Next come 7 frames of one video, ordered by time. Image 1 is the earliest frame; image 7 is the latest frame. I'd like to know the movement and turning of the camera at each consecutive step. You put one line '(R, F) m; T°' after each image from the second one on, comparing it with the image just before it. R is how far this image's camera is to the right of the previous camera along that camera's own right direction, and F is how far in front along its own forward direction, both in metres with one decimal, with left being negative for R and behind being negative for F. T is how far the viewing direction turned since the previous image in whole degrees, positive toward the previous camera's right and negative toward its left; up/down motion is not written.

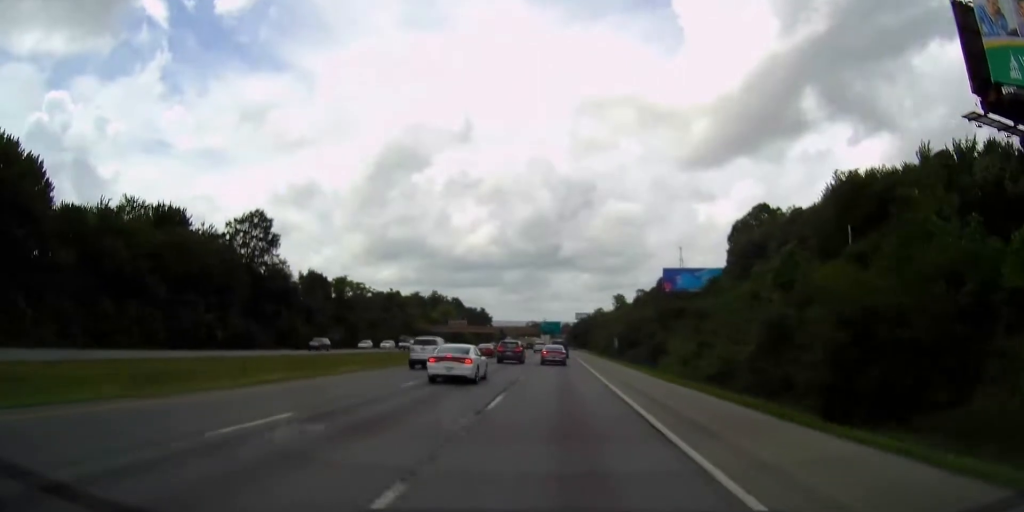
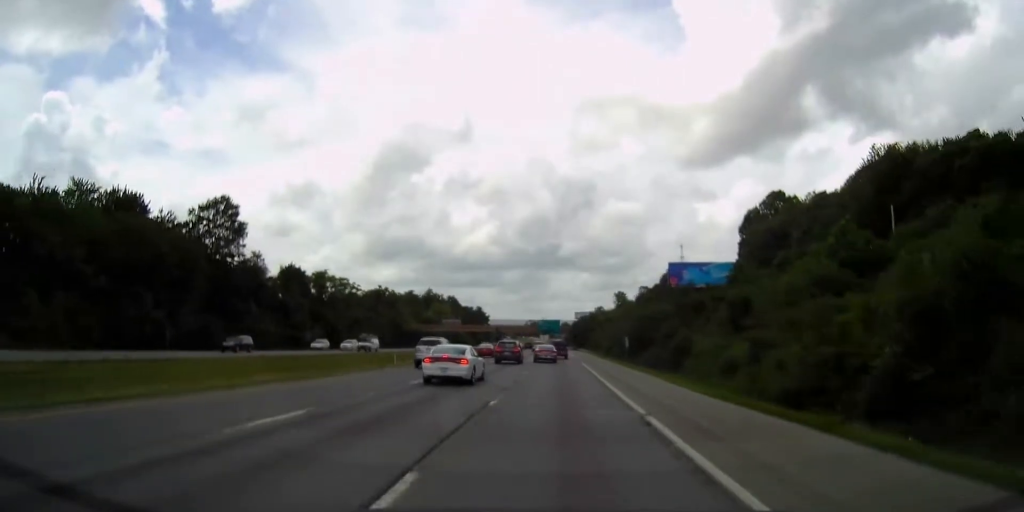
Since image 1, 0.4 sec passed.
(0.0, +11.6) m; 0°
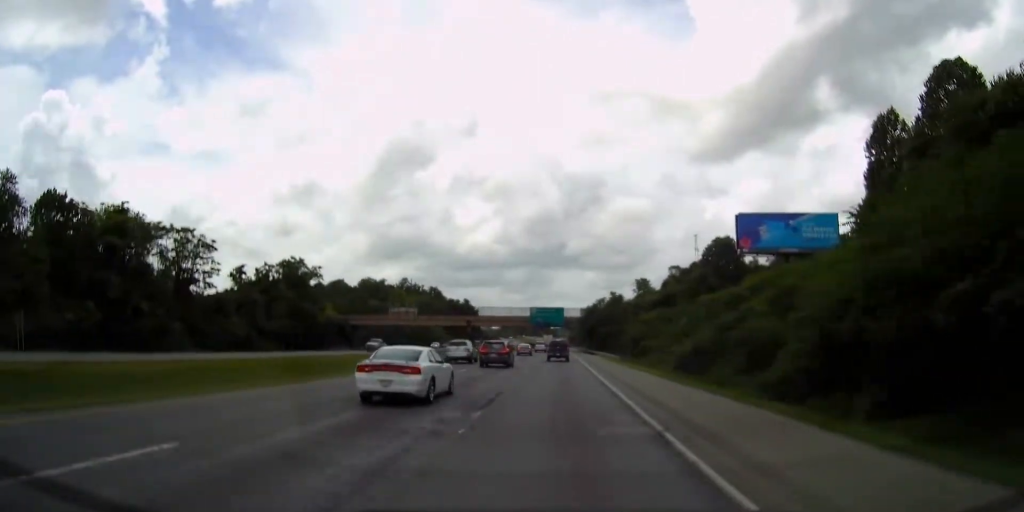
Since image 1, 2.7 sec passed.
(-0.4, +65.1) m; -1°
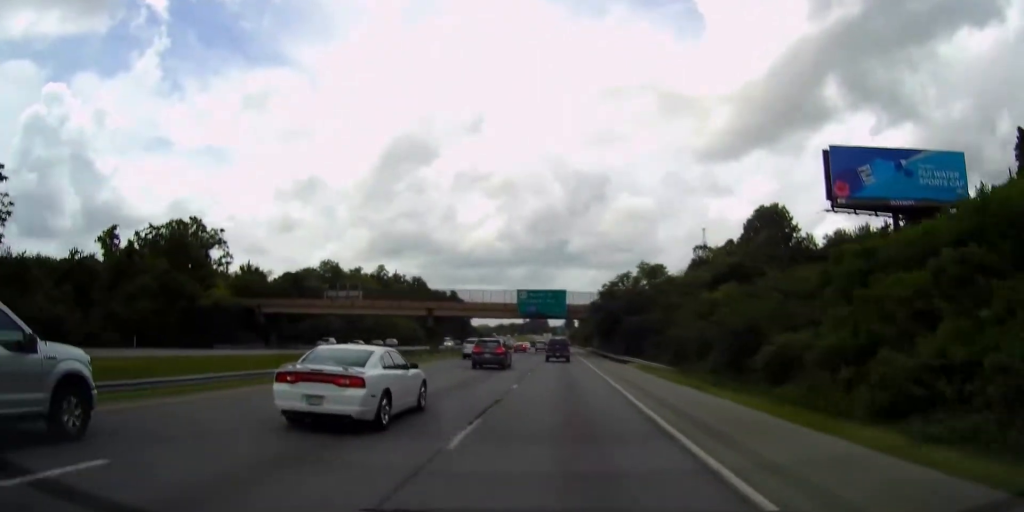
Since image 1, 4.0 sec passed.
(-0.2, +38.1) m; 0°
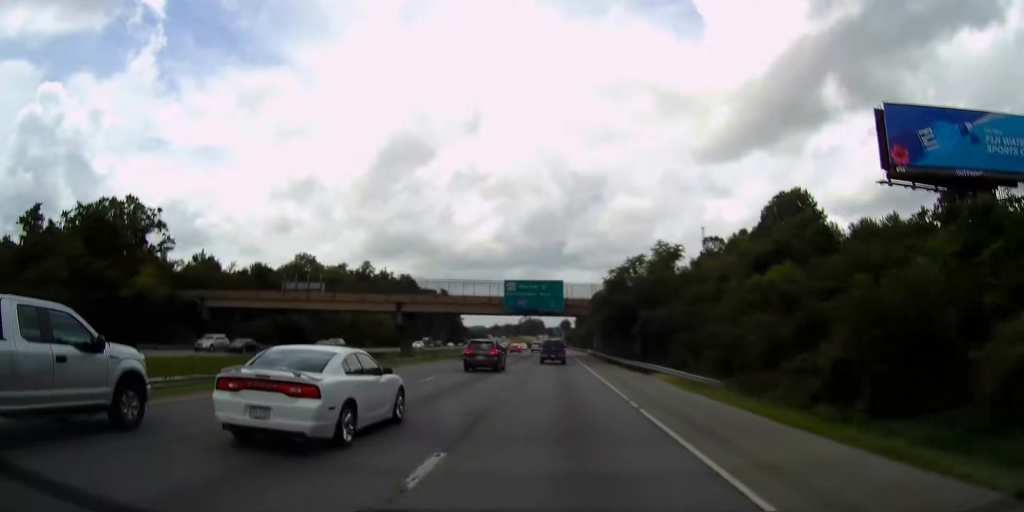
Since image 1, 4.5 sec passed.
(+0.1, +14.5) m; 0°
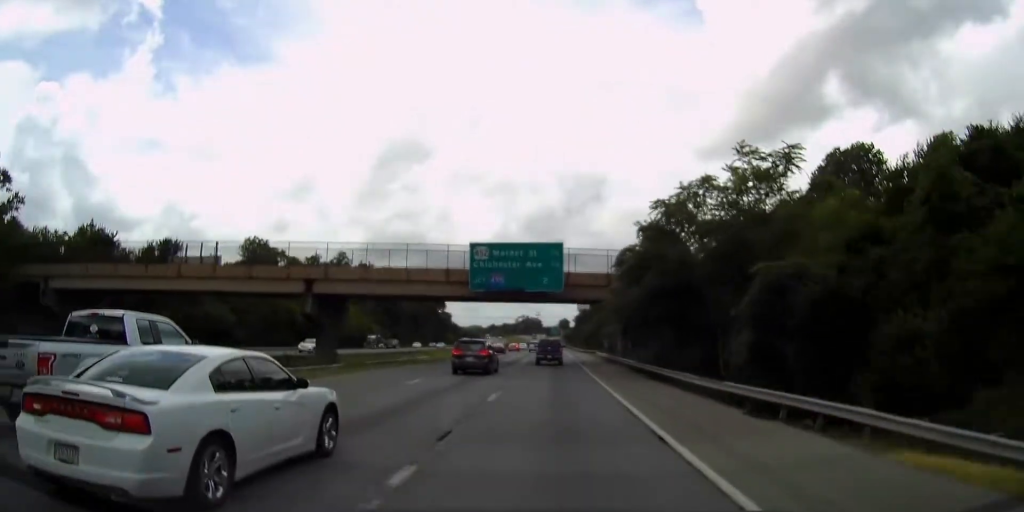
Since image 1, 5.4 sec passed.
(+0.1, +26.4) m; 0°
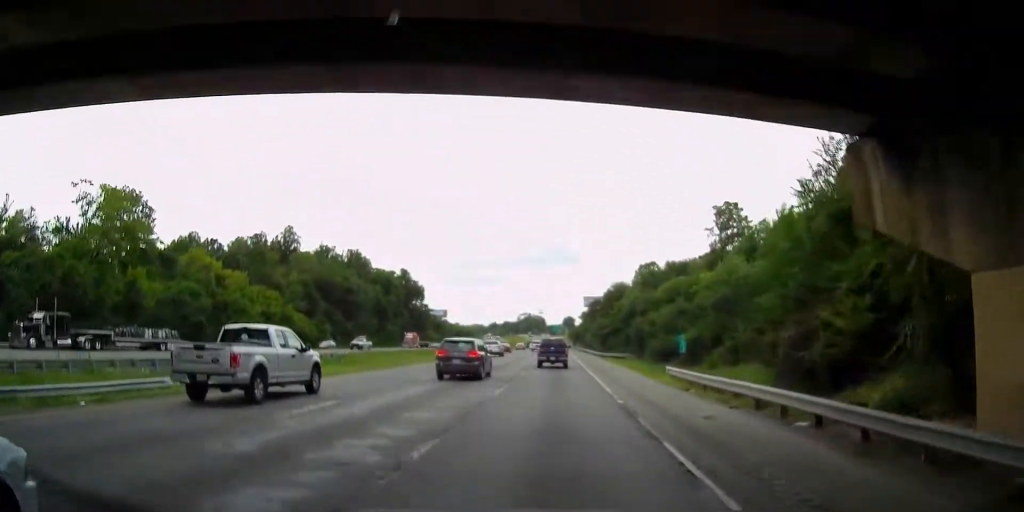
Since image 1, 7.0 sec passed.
(+0.1, +46.5) m; +1°
